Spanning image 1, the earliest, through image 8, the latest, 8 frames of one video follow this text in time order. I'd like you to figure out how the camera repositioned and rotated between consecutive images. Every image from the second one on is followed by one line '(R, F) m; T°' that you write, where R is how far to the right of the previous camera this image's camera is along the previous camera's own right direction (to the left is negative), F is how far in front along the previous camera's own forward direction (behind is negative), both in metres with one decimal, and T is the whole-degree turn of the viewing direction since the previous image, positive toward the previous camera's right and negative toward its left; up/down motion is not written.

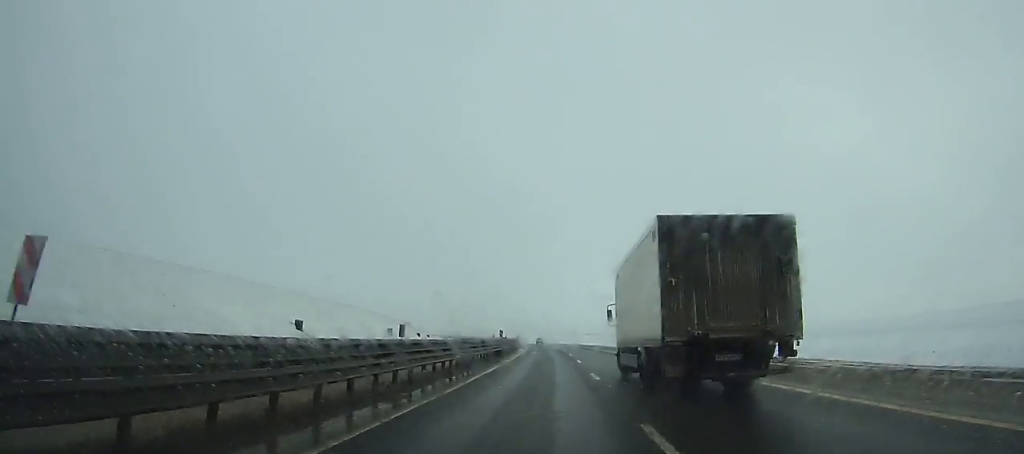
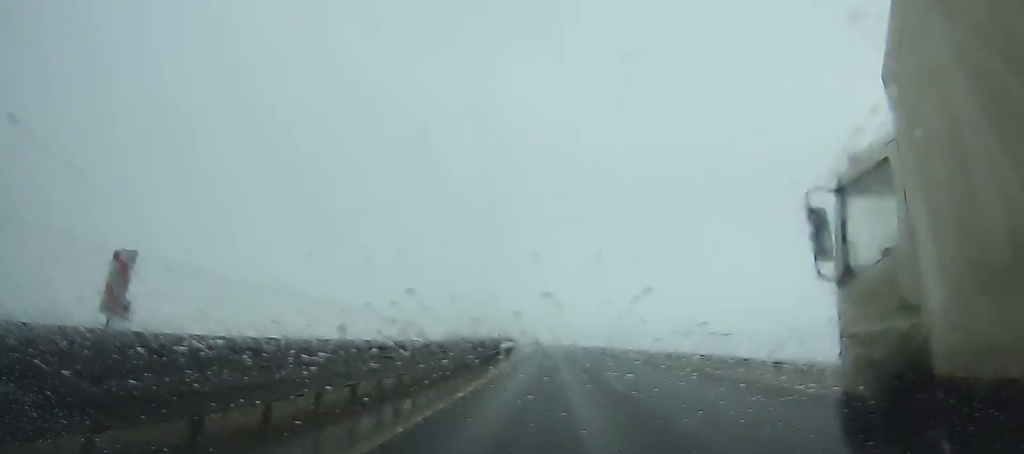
(-0.3, +37.4) m; -1°
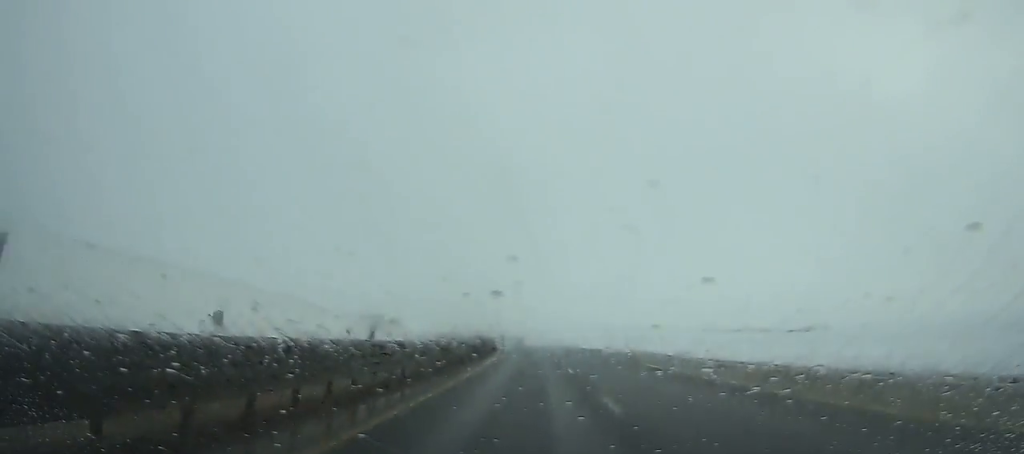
(-0.5, +39.8) m; -1°
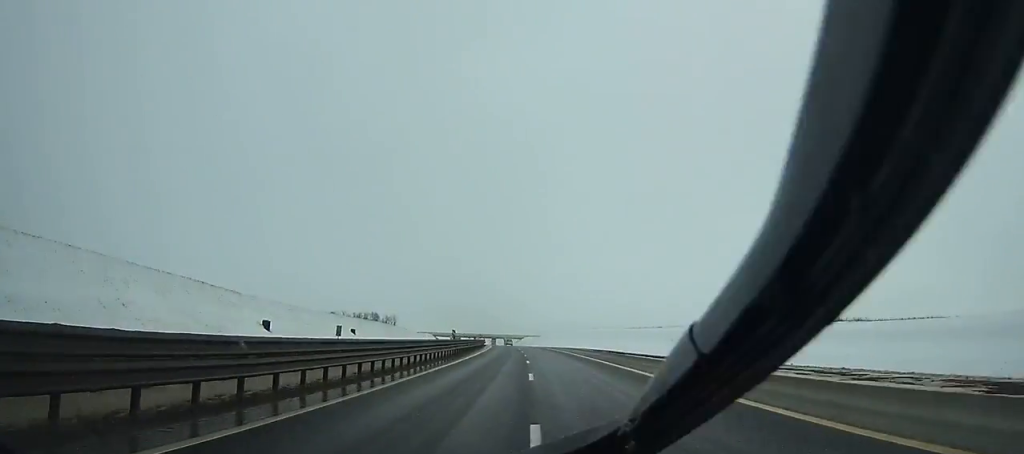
(+0.4, +39.8) m; -2°
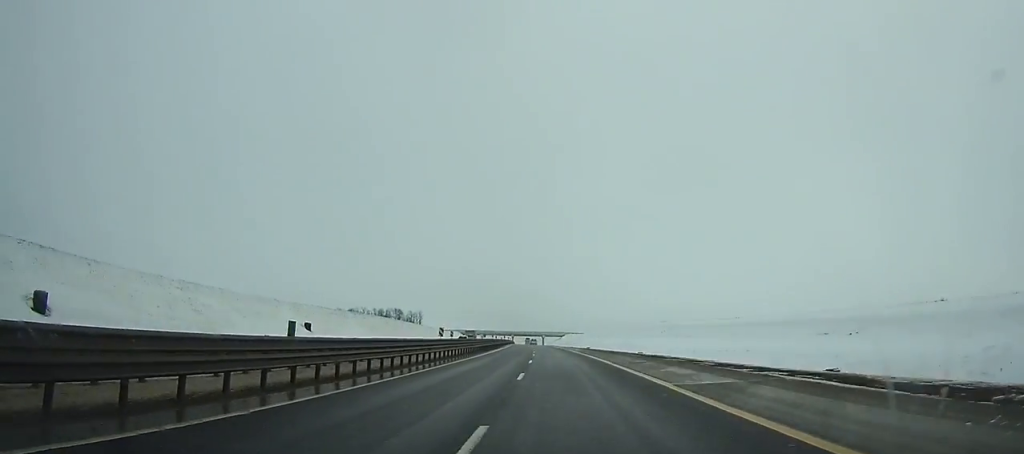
(-1.6, +47.5) m; -2°
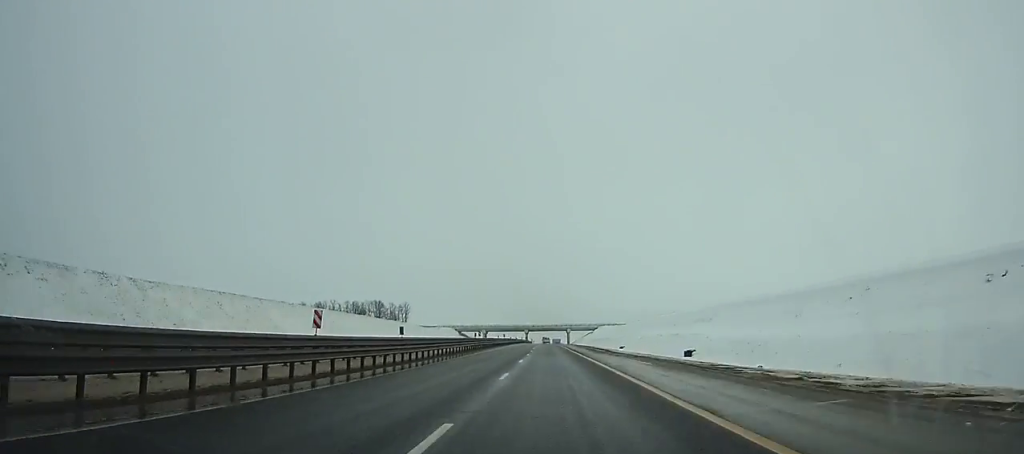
(-3.1, +95.2) m; -3°
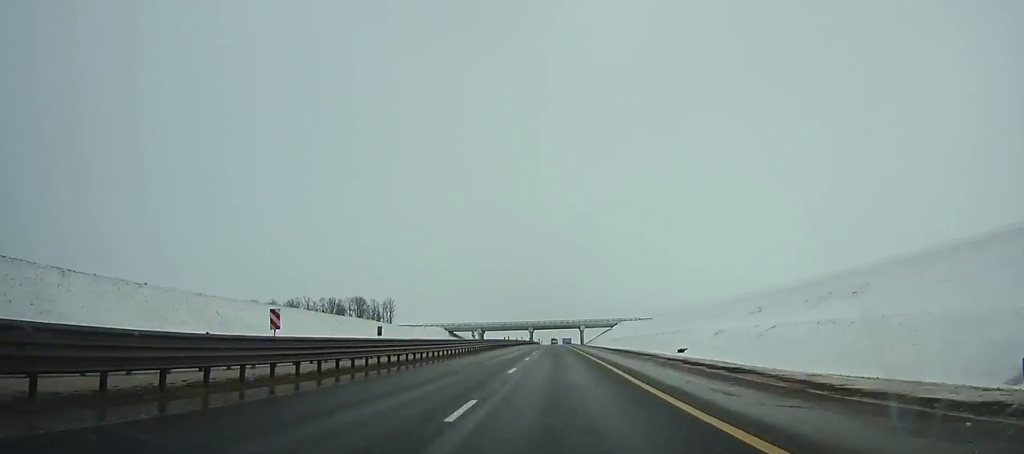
(-0.3, +45.3) m; -1°
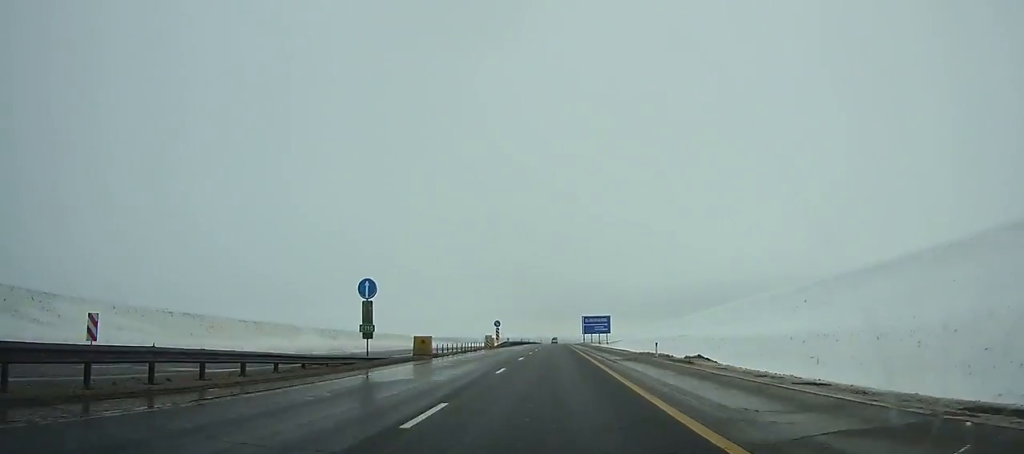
(-2.9, +308.1) m; 0°
